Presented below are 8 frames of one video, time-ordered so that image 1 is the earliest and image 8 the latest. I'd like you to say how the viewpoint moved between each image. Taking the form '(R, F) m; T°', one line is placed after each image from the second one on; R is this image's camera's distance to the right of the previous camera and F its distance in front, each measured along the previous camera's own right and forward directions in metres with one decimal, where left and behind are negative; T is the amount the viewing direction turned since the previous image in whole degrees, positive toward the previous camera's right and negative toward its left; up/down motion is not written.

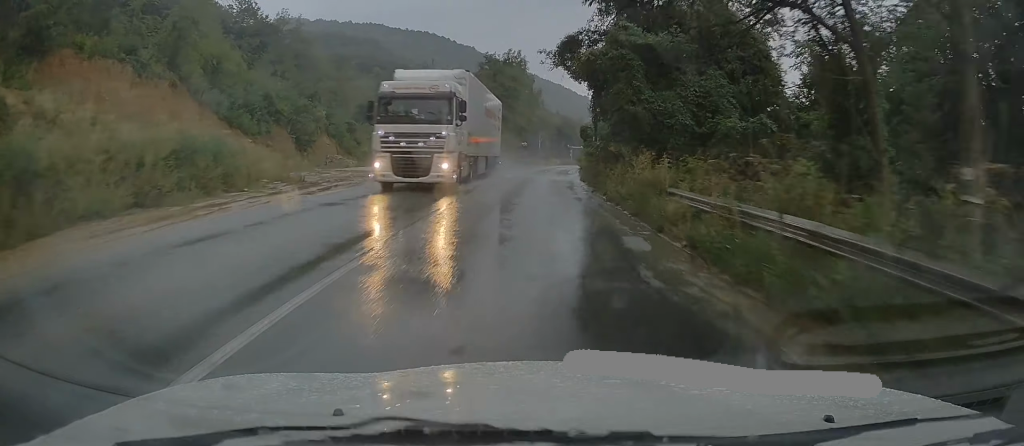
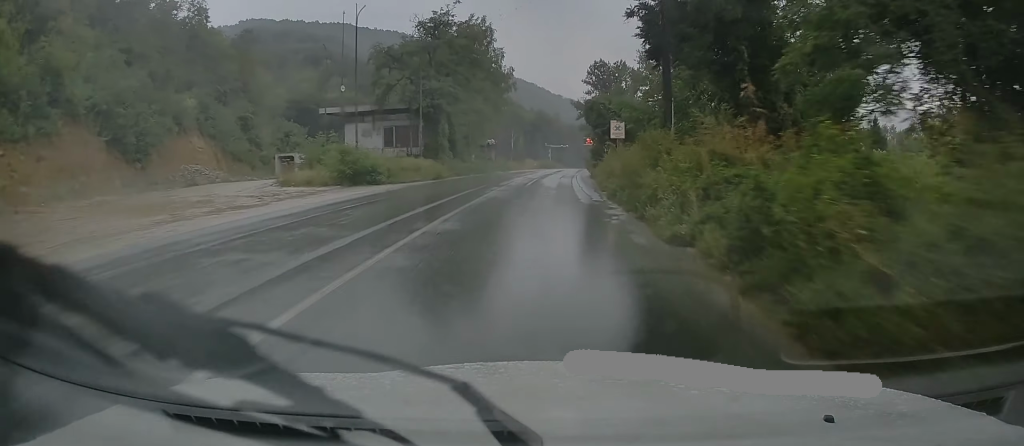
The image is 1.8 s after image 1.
(+1.3, +29.8) m; +4°
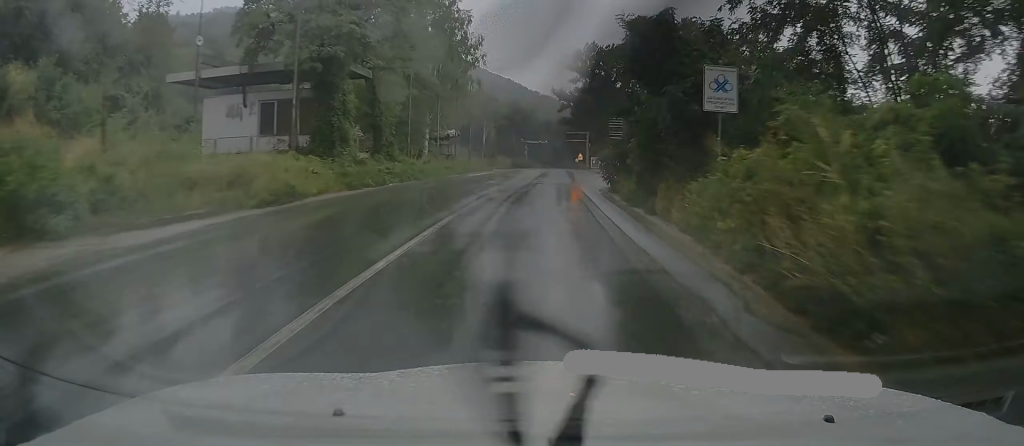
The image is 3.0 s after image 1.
(-0.5, +20.8) m; 0°
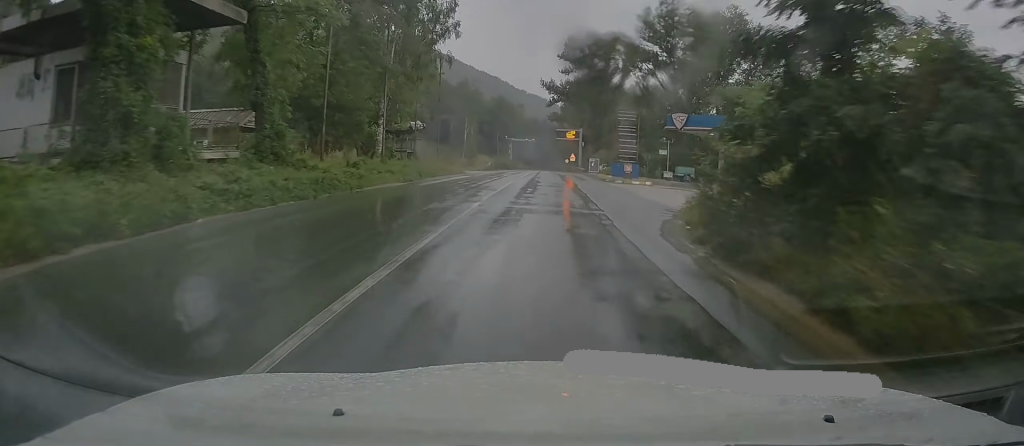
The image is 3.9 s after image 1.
(+0.3, +14.6) m; +1°
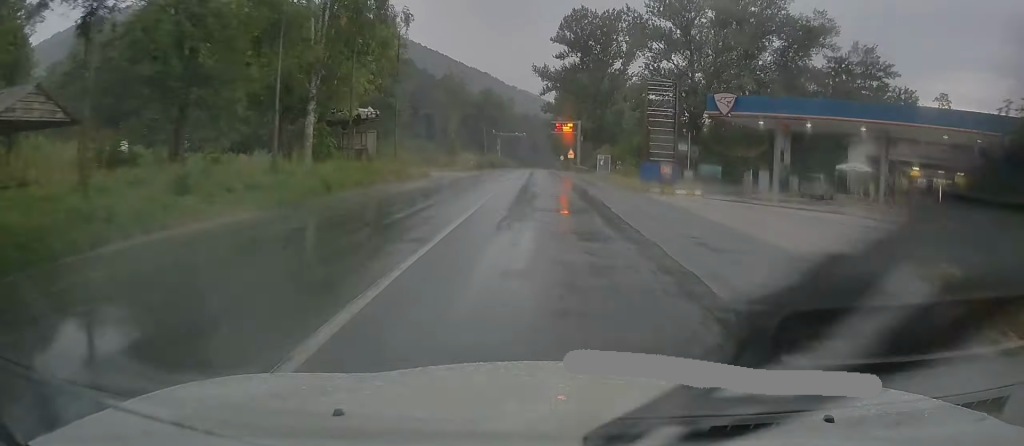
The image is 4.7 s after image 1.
(-0.1, +14.6) m; +2°
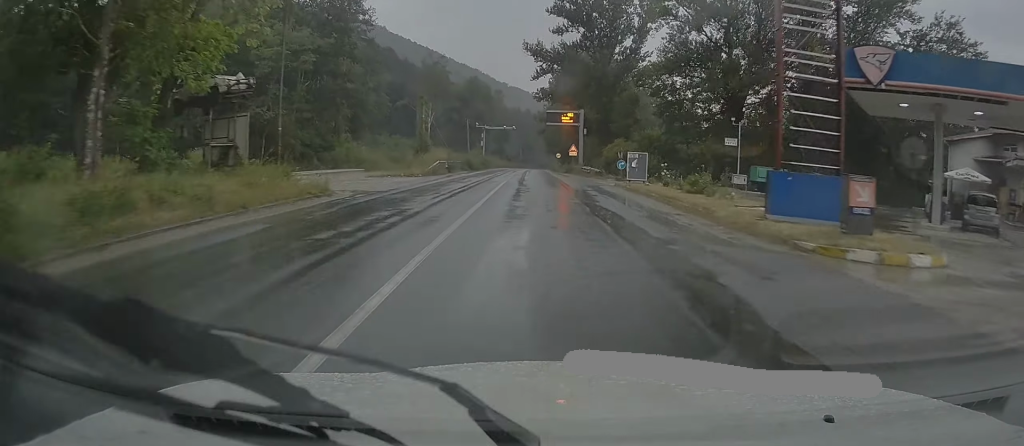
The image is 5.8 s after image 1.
(+0.6, +18.5) m; 0°
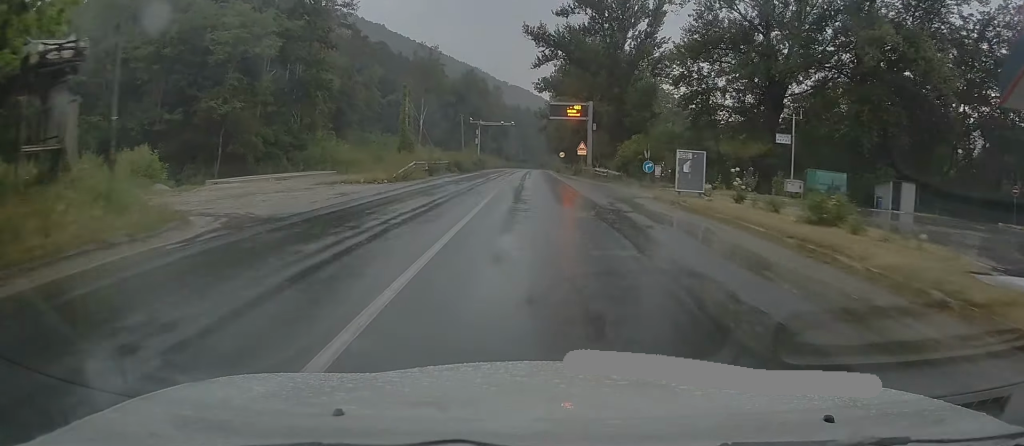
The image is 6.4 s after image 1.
(-0.3, +10.1) m; 0°
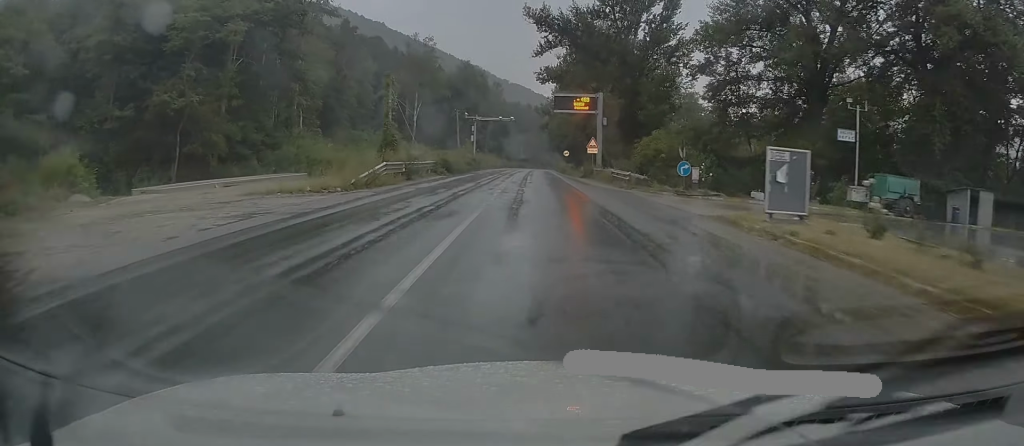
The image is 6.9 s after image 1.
(0.0, +7.8) m; 0°
